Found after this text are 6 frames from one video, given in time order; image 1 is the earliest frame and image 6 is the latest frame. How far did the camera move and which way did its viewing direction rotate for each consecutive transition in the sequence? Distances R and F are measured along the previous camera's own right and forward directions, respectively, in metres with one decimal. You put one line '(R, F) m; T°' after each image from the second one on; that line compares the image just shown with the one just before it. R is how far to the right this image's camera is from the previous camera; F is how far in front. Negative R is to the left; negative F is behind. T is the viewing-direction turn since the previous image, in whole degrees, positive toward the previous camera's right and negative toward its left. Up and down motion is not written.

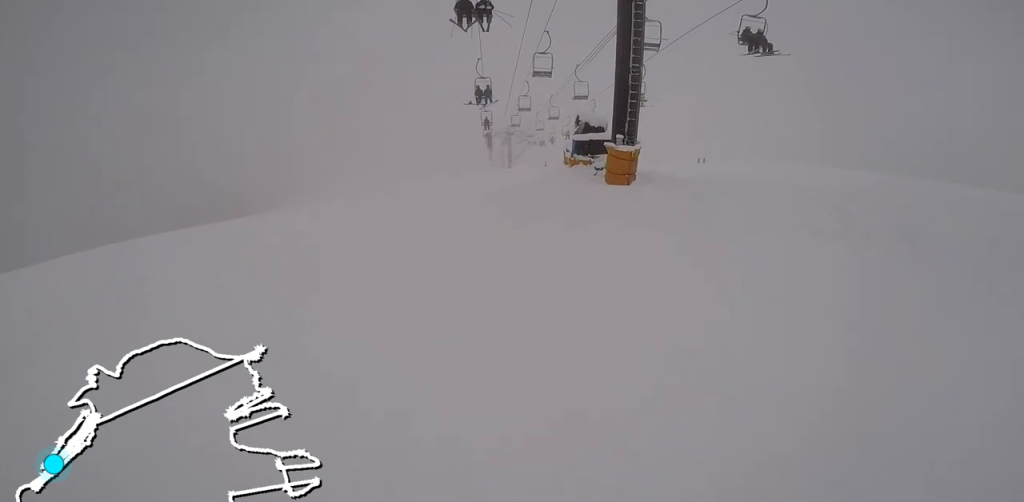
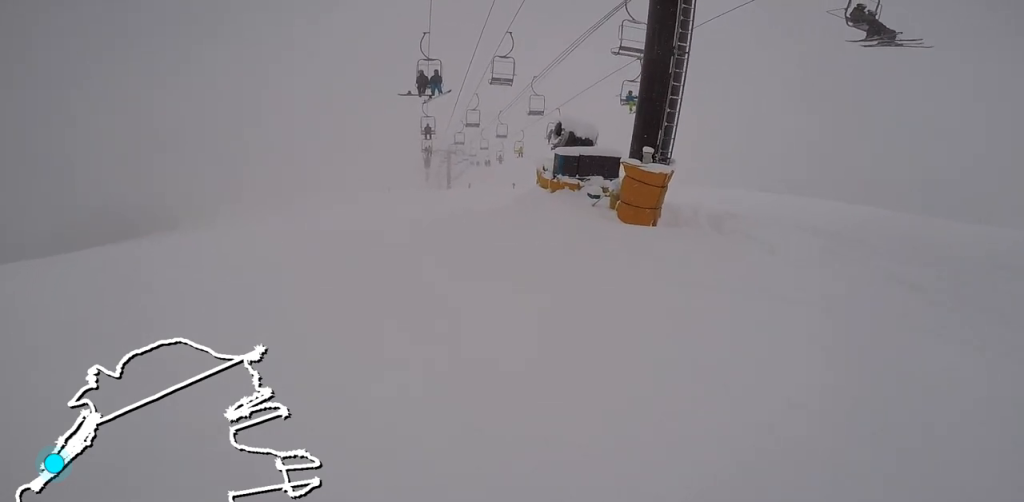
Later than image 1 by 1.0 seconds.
(-0.4, +5.5) m; +9°
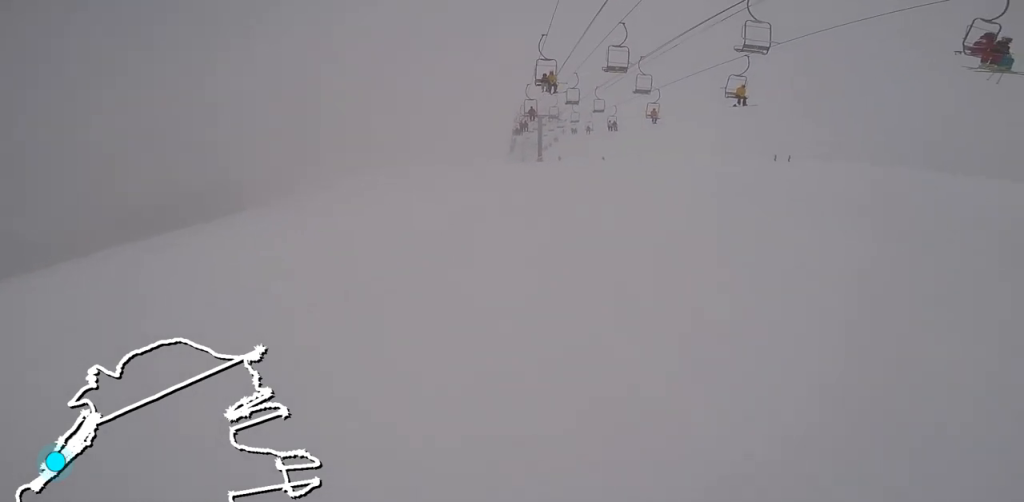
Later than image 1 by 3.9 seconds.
(+0.6, +16.2) m; +11°
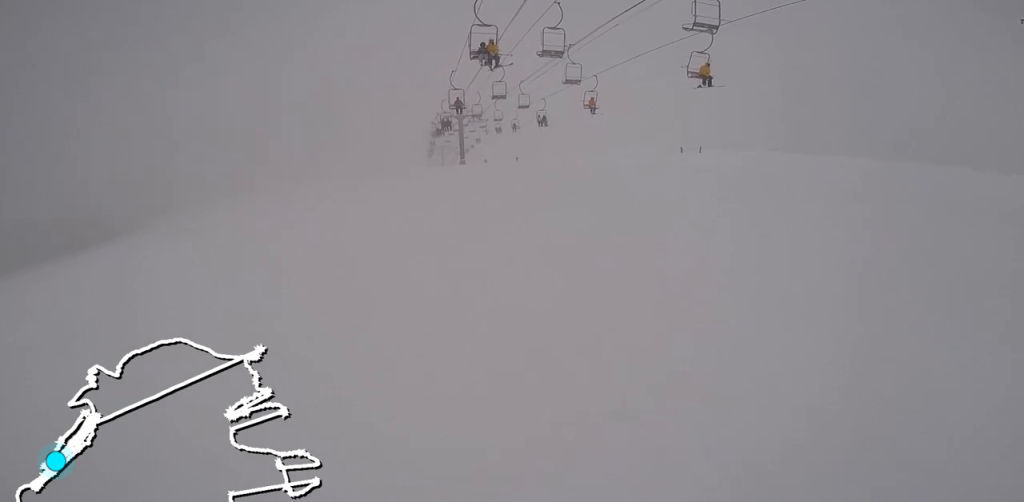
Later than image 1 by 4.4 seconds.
(+0.3, +3.3) m; +9°
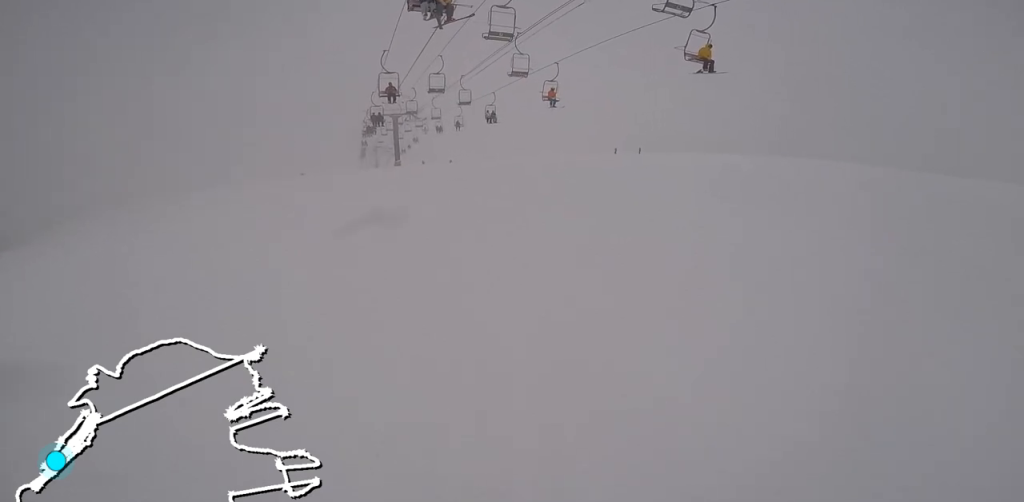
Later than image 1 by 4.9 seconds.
(+0.6, +3.5) m; +4°
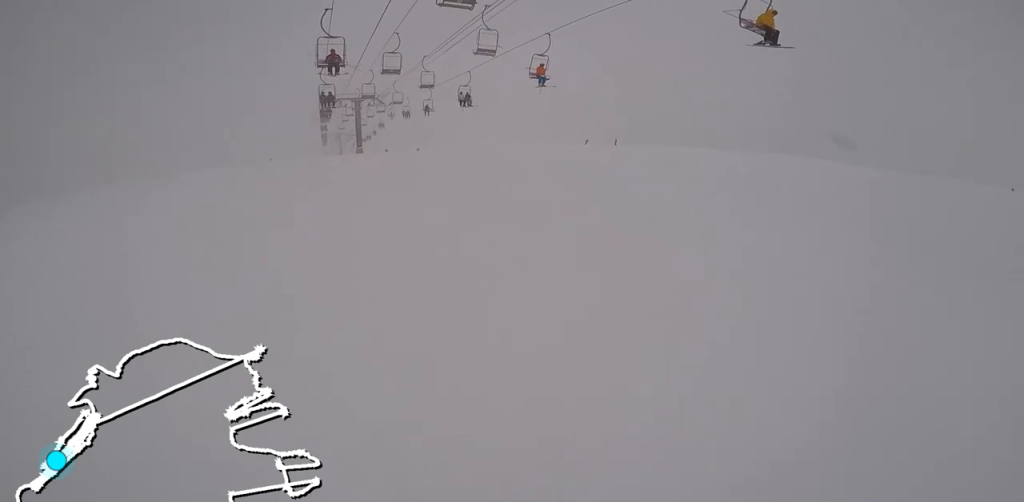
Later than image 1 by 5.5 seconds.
(+0.1, +3.5) m; -1°
